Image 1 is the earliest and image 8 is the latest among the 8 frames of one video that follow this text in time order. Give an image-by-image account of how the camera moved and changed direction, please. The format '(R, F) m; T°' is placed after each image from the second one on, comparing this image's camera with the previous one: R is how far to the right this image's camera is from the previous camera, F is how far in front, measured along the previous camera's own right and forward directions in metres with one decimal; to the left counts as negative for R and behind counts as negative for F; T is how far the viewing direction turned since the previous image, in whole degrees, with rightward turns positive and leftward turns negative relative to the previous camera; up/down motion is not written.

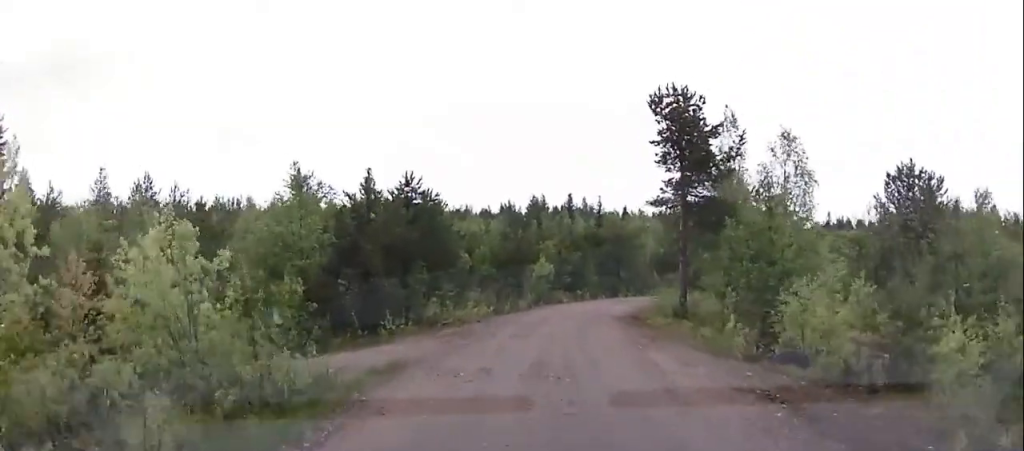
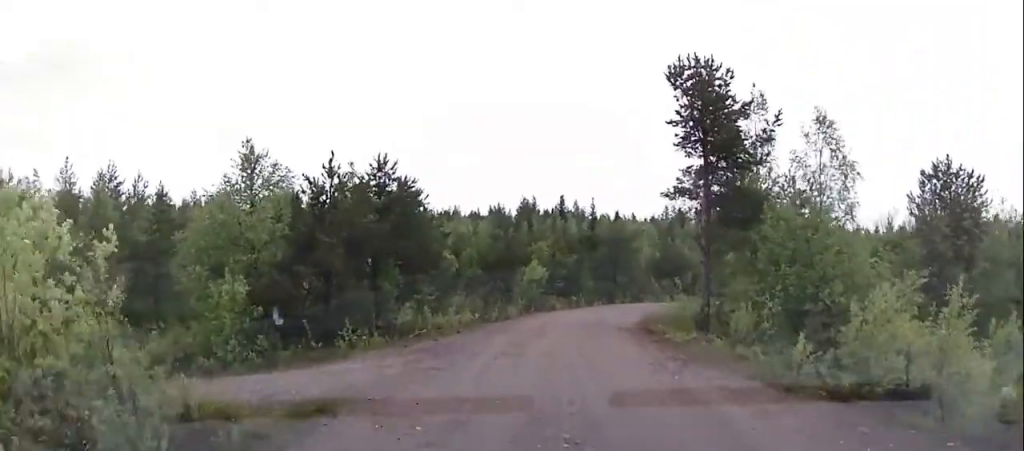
(0.0, +3.4) m; -1°
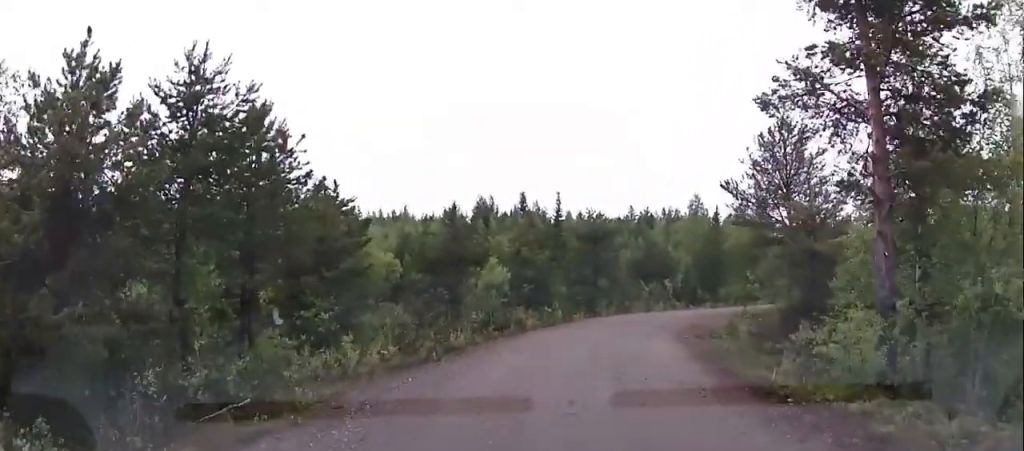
(+0.1, +9.3) m; +6°
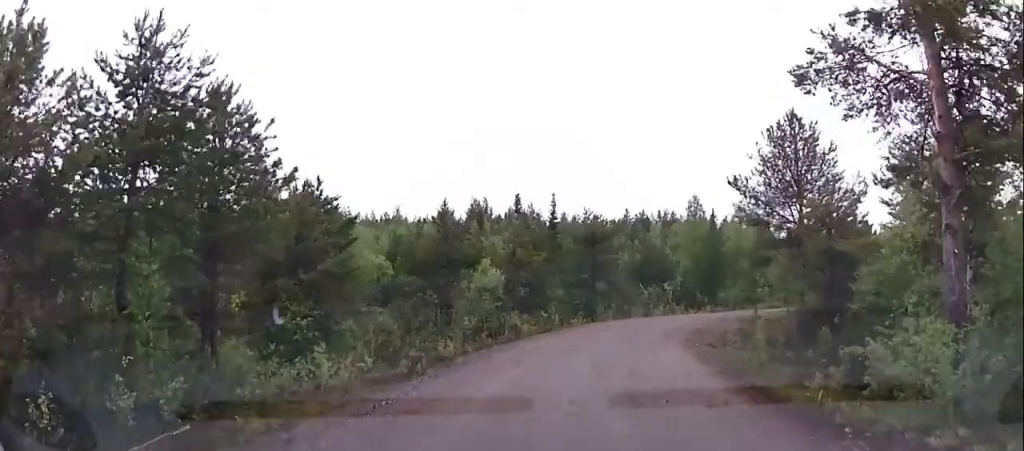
(+0.1, +1.5) m; +2°
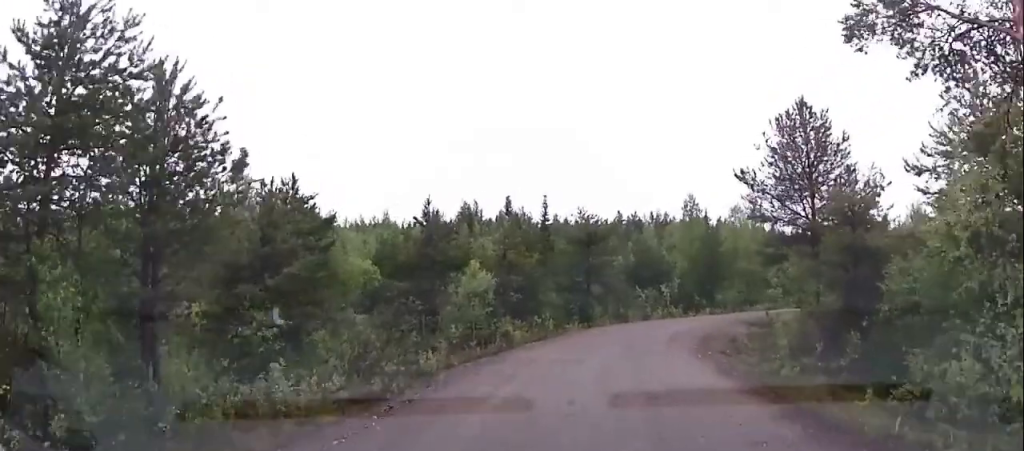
(-0.1, +1.8) m; -3°
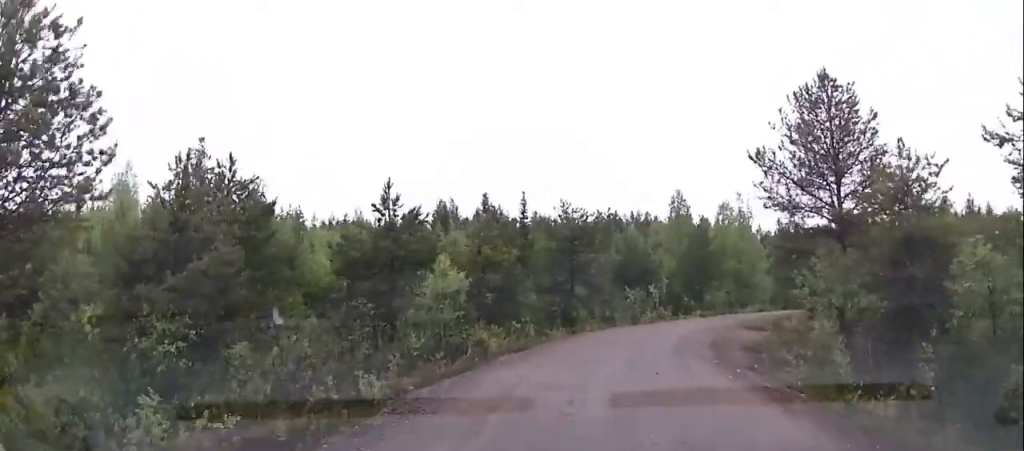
(-0.2, +3.5) m; 0°
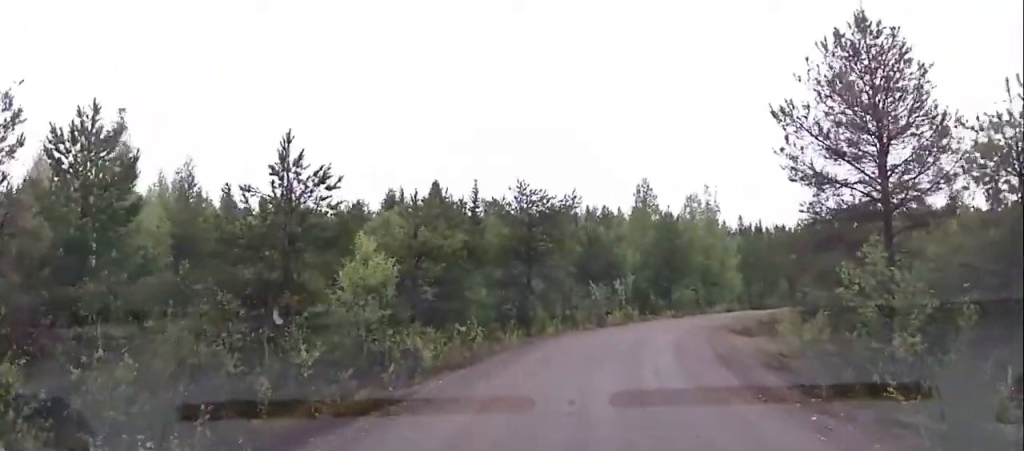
(+0.3, +5.1) m; +10°
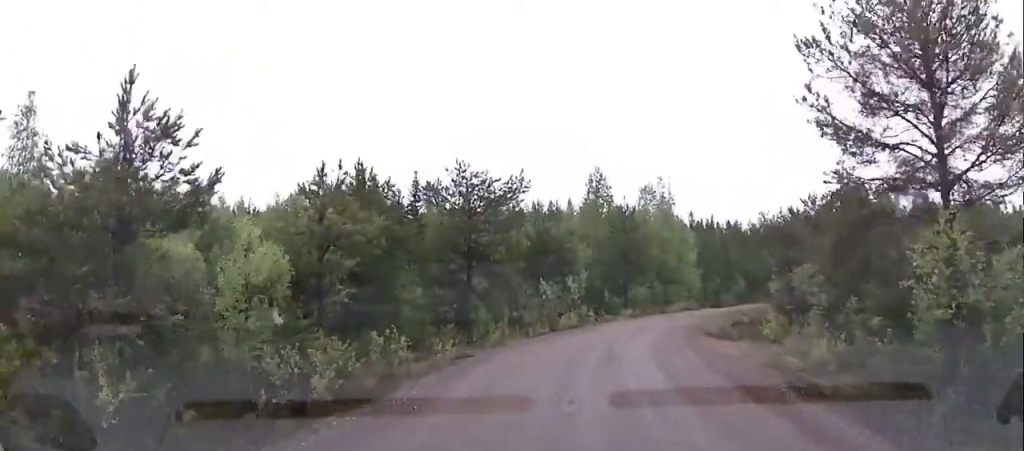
(+0.3, +4.4) m; +4°
